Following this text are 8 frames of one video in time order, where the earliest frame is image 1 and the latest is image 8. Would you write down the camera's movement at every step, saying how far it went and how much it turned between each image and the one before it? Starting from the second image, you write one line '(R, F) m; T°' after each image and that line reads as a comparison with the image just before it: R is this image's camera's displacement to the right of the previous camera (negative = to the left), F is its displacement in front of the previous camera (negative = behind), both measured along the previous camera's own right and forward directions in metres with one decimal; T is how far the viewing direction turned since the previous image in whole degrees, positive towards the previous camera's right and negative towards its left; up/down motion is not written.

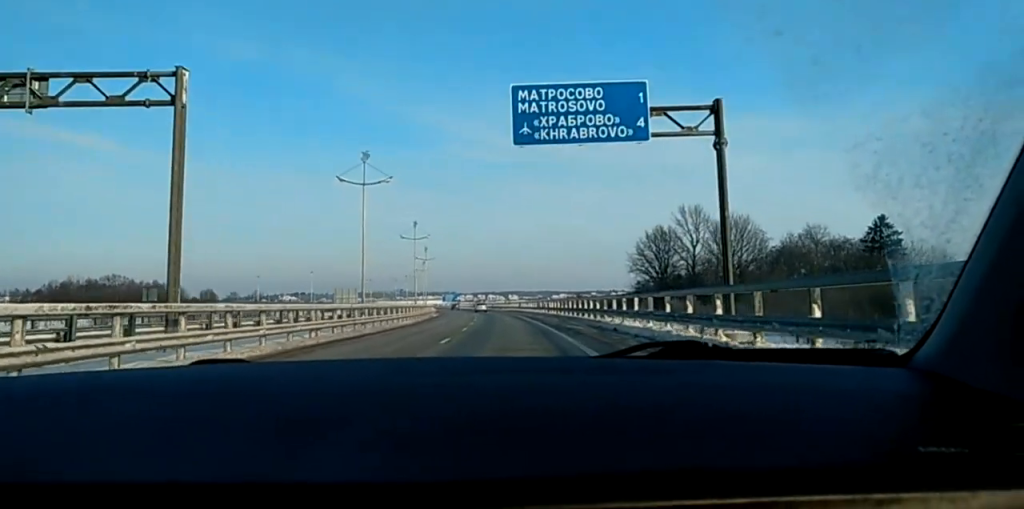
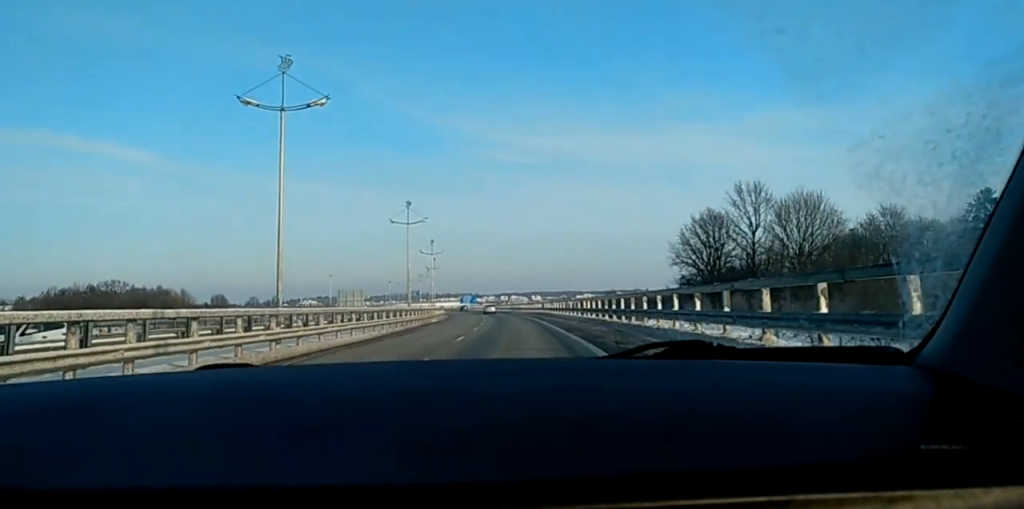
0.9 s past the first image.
(0.0, +21.0) m; -2°
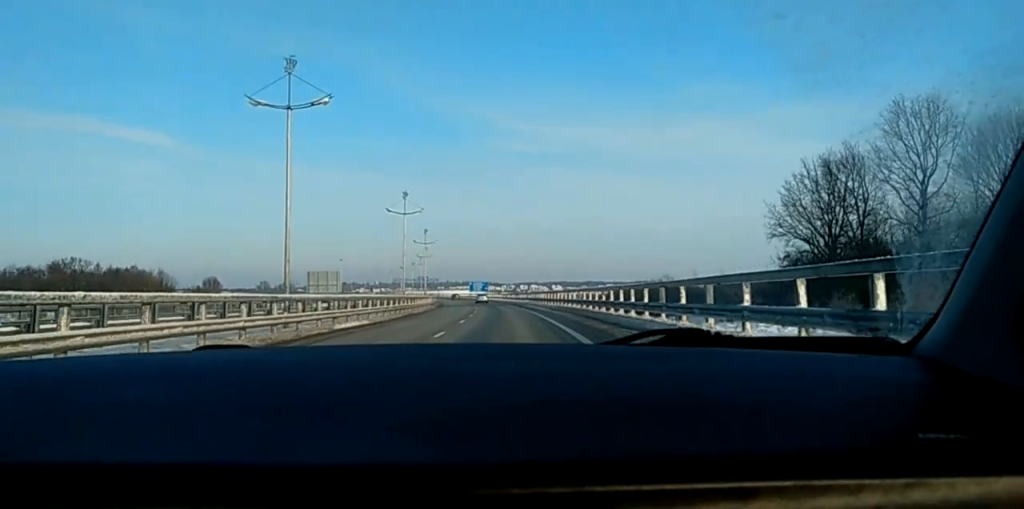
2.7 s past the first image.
(-1.4, +40.3) m; -2°
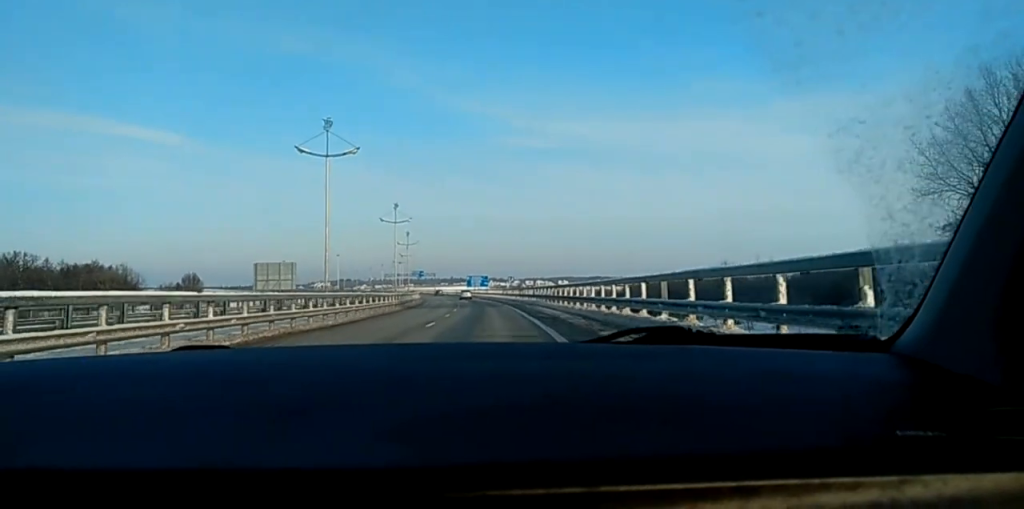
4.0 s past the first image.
(+0.1, +30.1) m; 0°
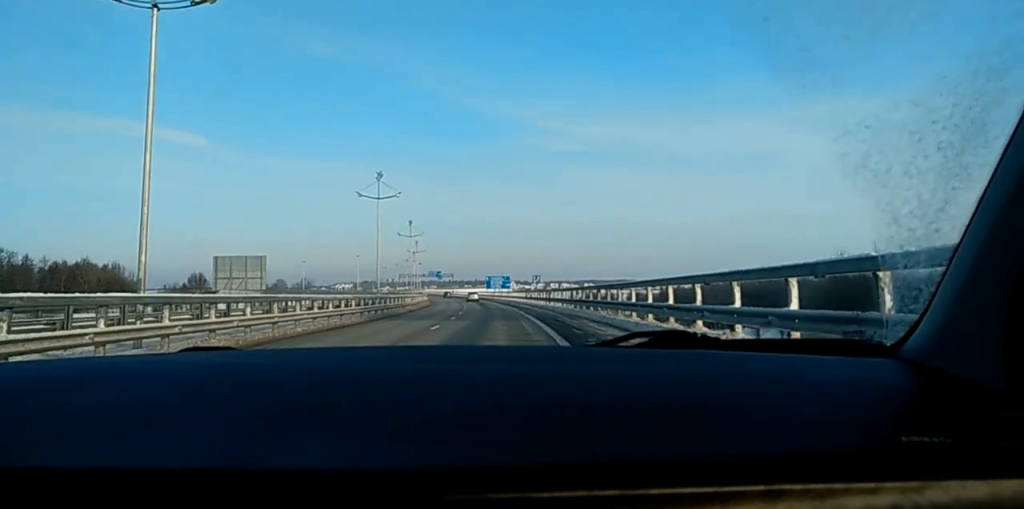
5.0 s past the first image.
(-0.2, +25.1) m; -2°
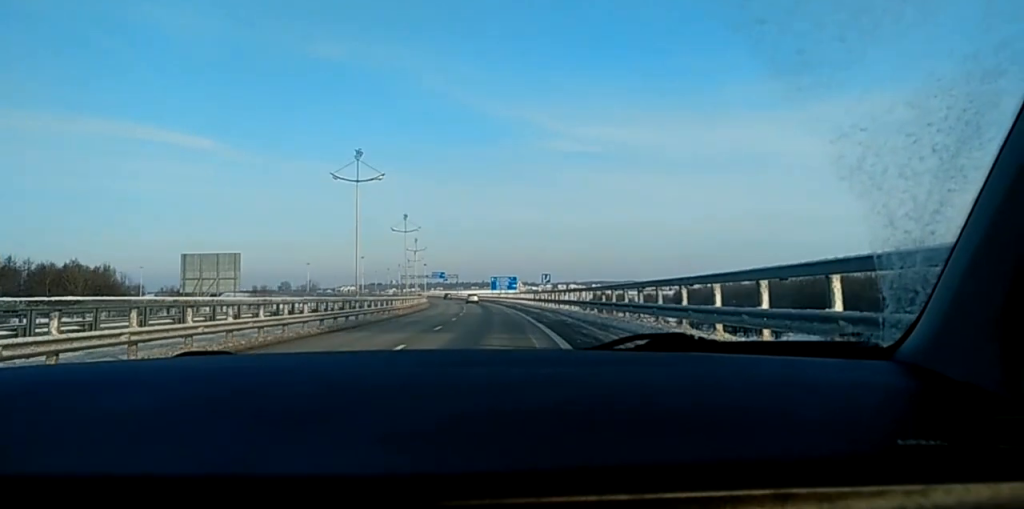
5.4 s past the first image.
(-0.1, +10.7) m; -1°
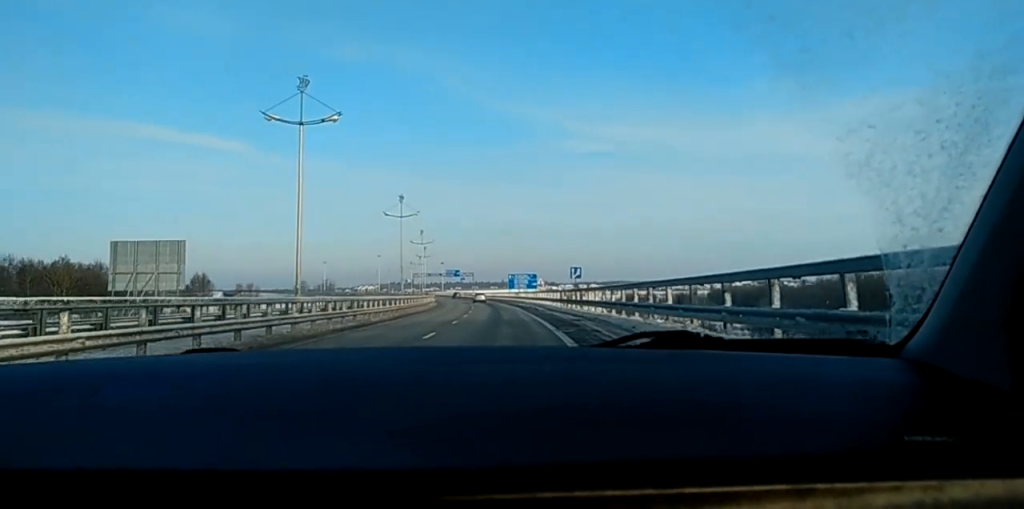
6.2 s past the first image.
(-0.4, +18.6) m; -1°
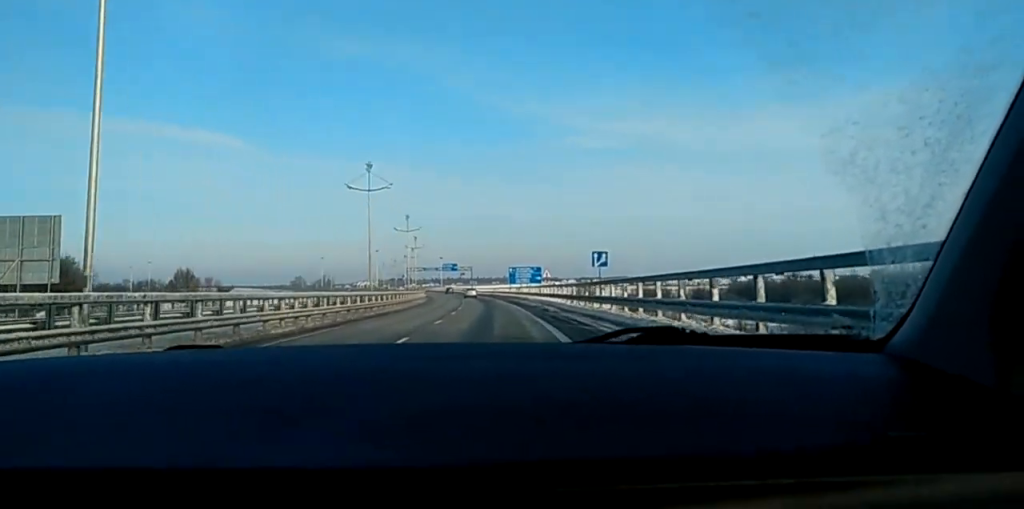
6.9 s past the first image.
(0.0, +17.8) m; 0°
